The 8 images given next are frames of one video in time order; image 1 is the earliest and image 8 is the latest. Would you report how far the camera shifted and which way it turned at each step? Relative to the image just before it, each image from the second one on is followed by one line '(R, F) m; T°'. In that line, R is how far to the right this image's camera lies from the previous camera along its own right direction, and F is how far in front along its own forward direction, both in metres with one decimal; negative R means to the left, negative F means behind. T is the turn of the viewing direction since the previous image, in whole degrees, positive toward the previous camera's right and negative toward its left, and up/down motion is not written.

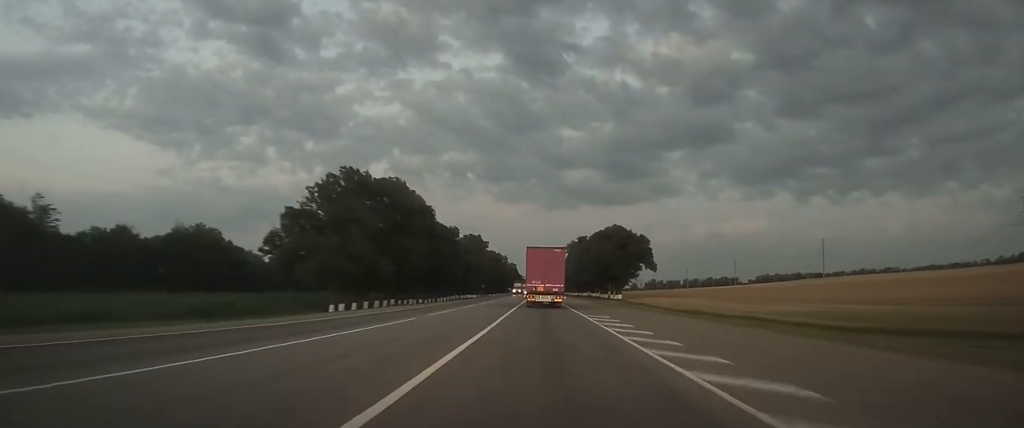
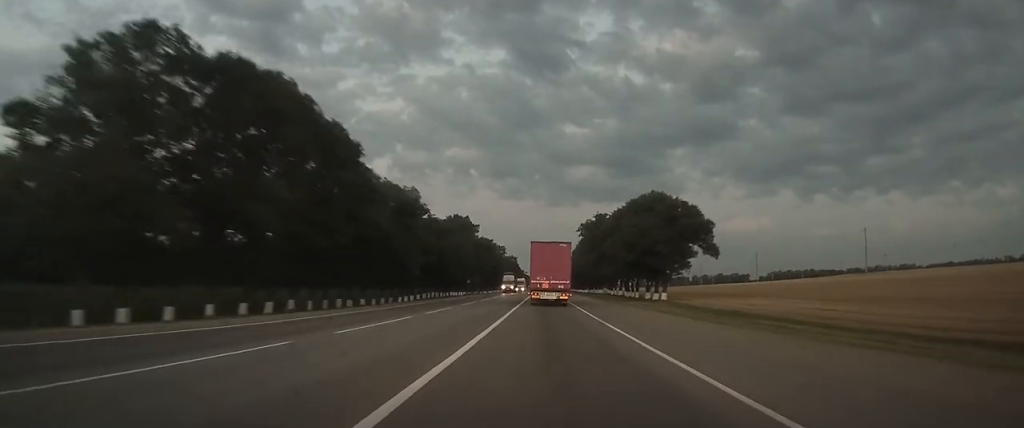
(-0.1, +37.6) m; 0°
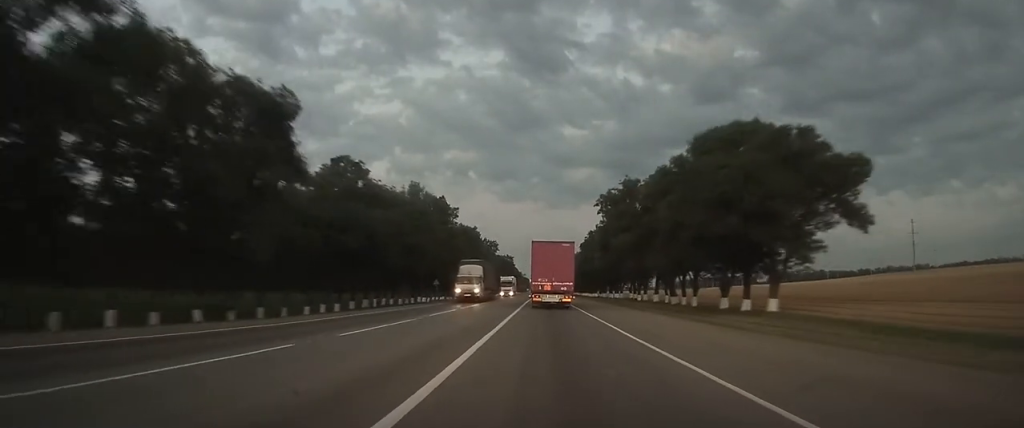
(+0.2, +35.9) m; 0°
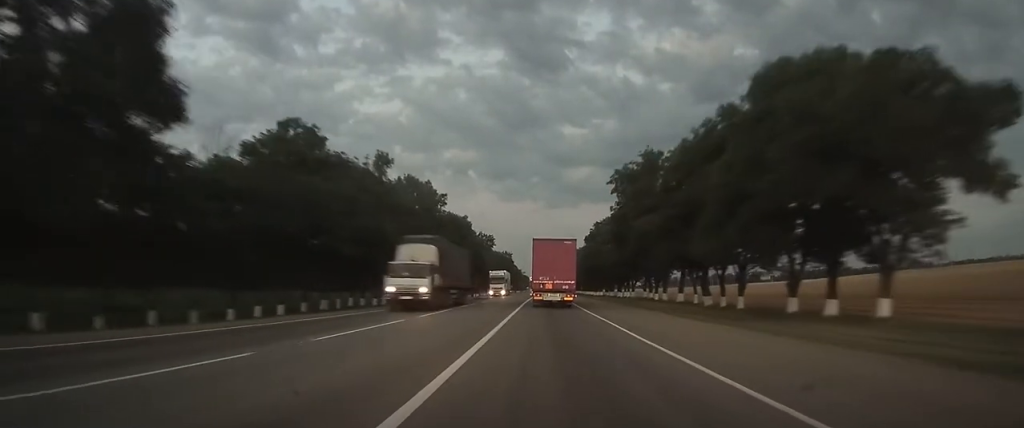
(-0.1, +13.9) m; 0°
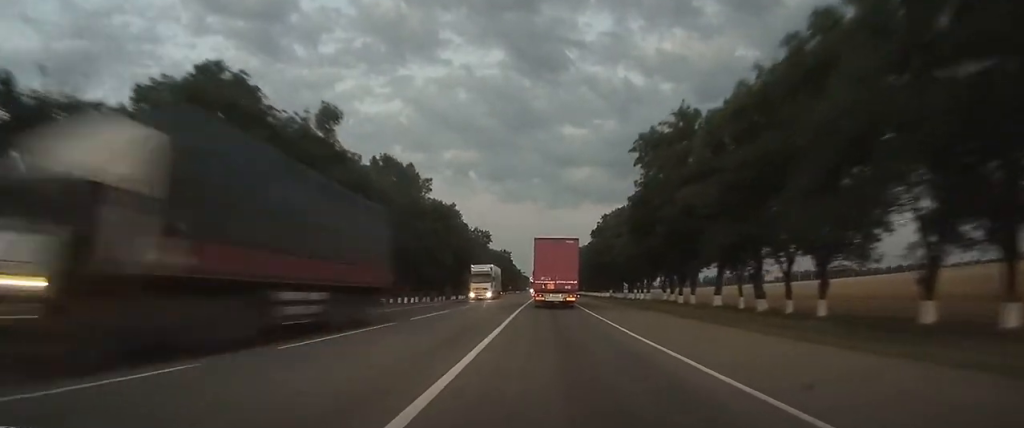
(0.0, +13.9) m; 0°
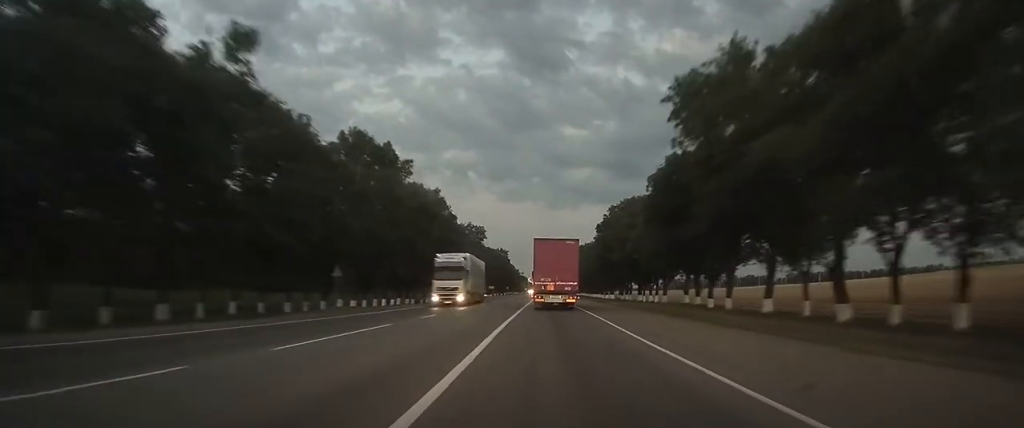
(0.0, +12.3) m; 0°
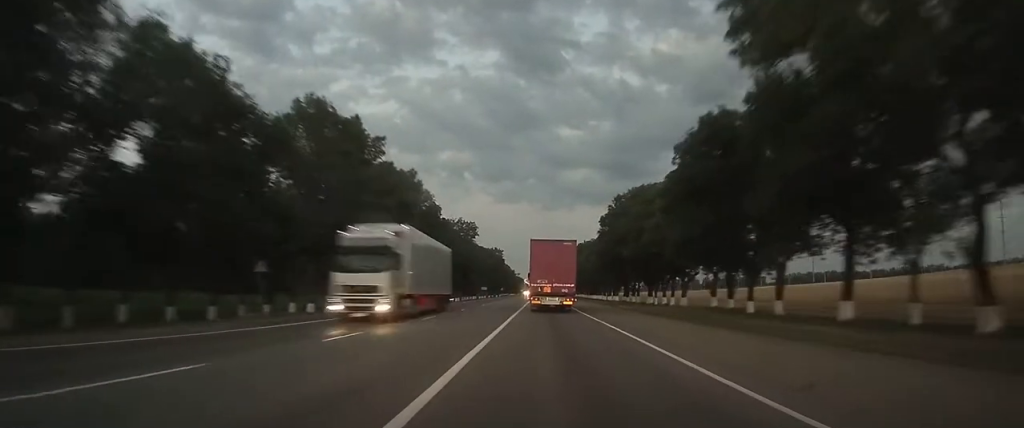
(0.0, +11.5) m; 0°
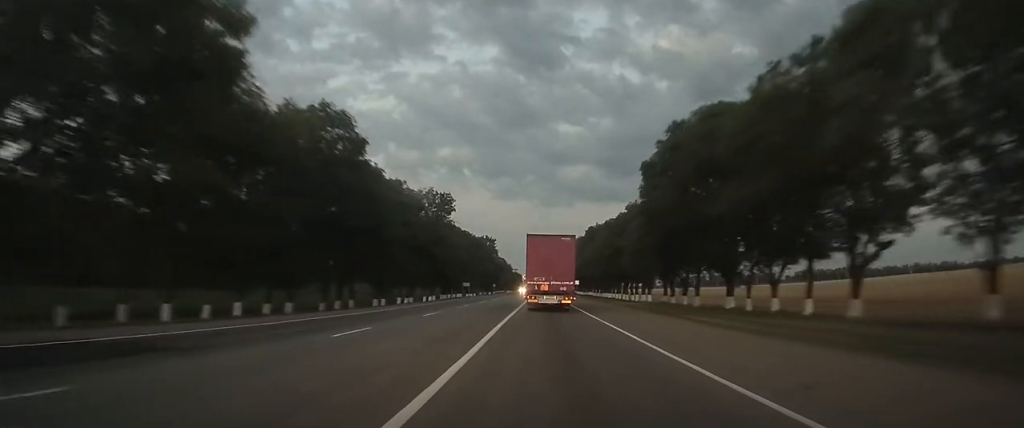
(0.0, +35.4) m; 0°
